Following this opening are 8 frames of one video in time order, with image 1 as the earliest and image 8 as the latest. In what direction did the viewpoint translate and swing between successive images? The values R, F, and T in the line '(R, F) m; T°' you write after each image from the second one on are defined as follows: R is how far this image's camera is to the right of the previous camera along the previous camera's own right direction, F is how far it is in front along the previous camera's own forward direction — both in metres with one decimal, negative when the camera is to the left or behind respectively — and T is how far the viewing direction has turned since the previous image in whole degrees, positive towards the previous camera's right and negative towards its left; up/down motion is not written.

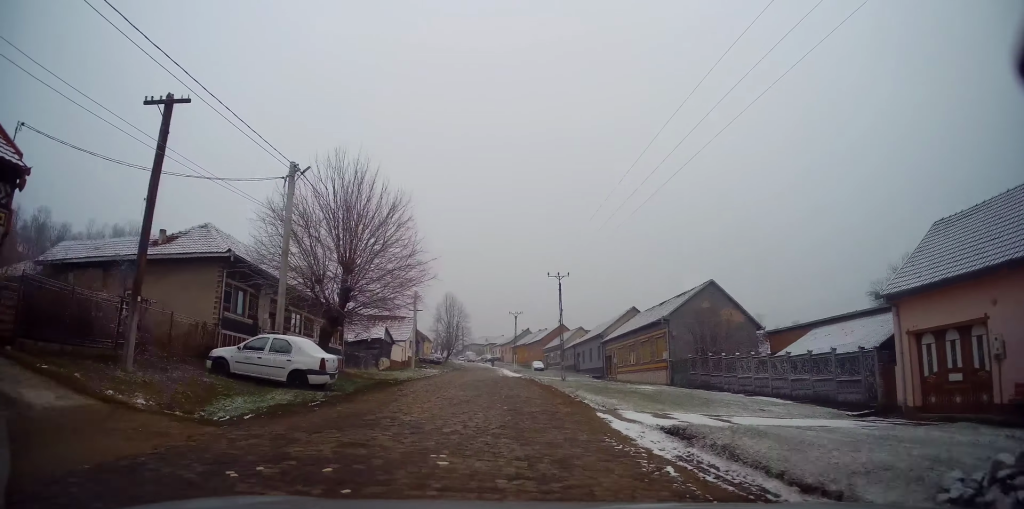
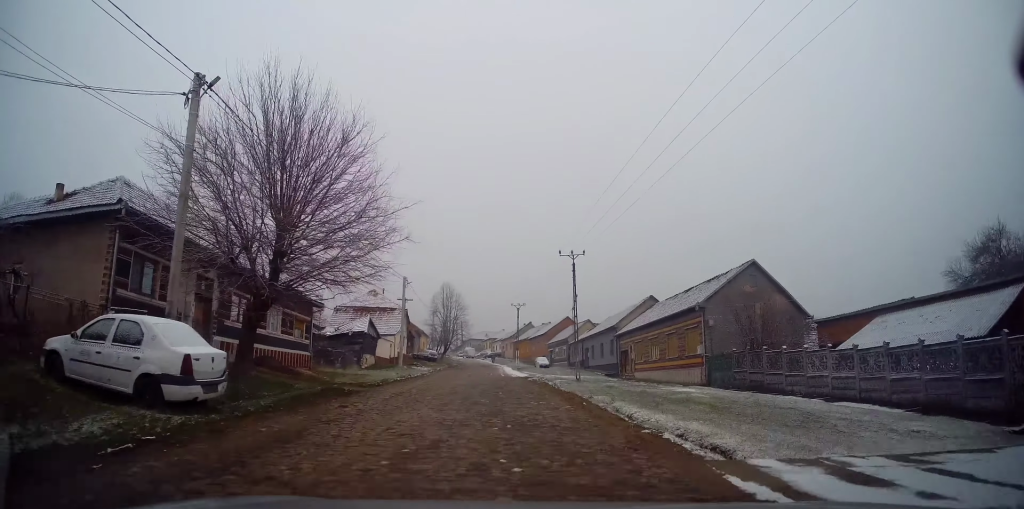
(-0.4, +7.3) m; 0°
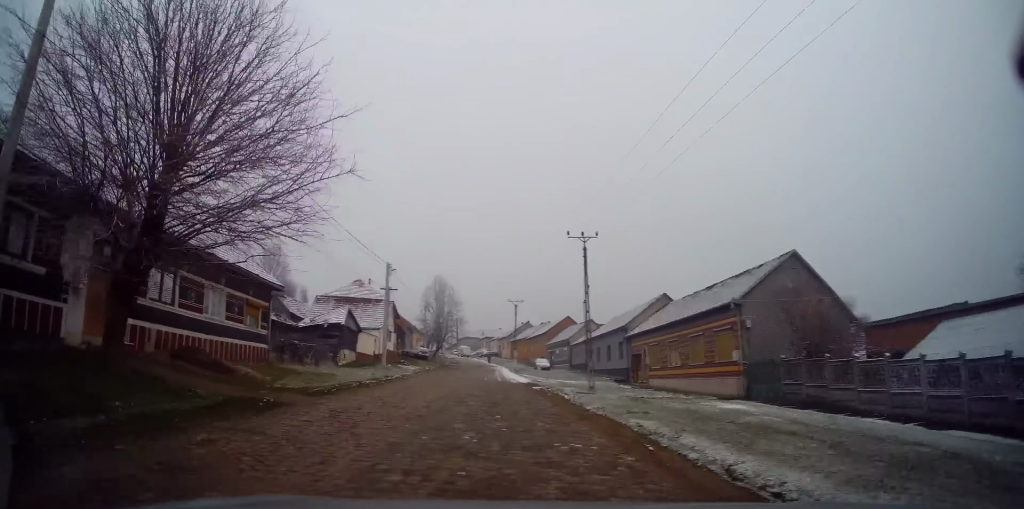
(0.0, +5.9) m; 0°
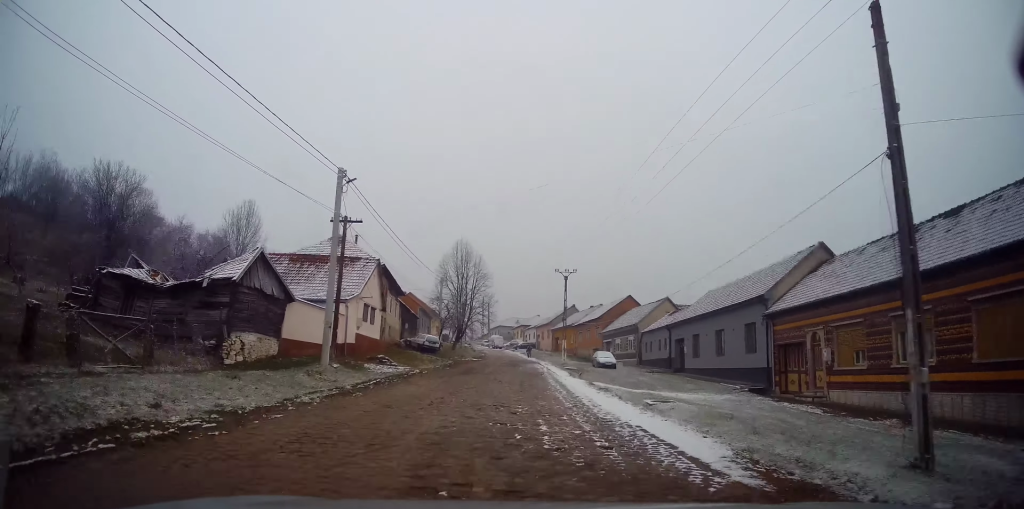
(-0.2, +21.9) m; -2°
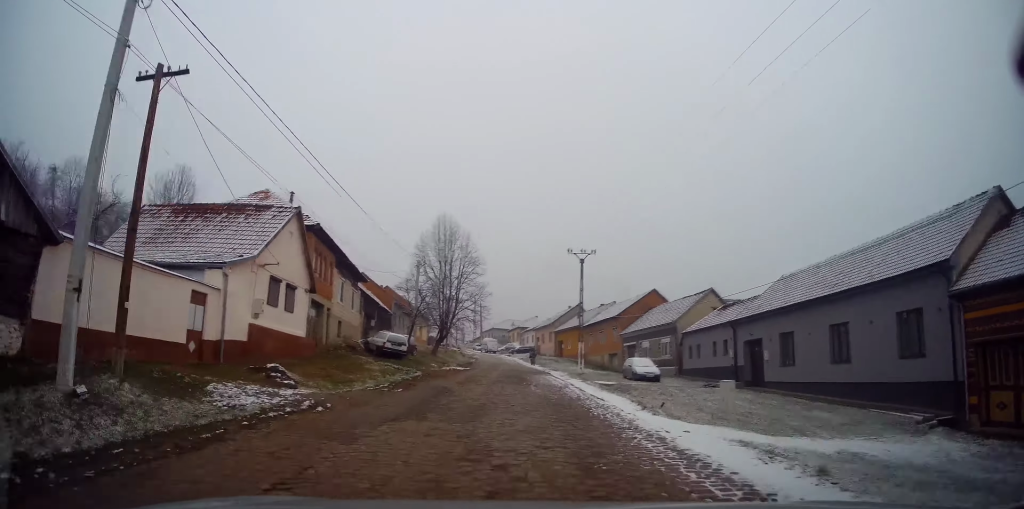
(0.0, +14.0) m; 0°
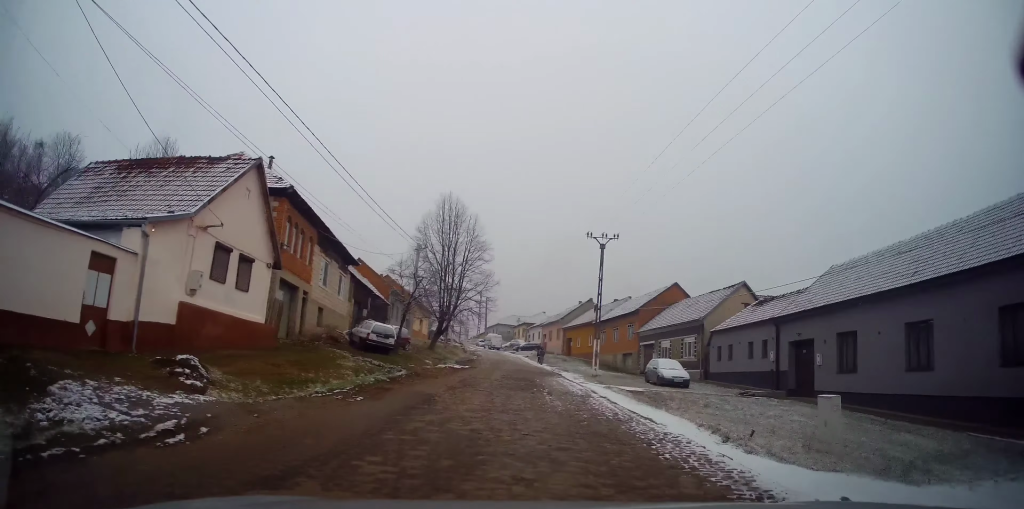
(0.0, +4.8) m; 0°
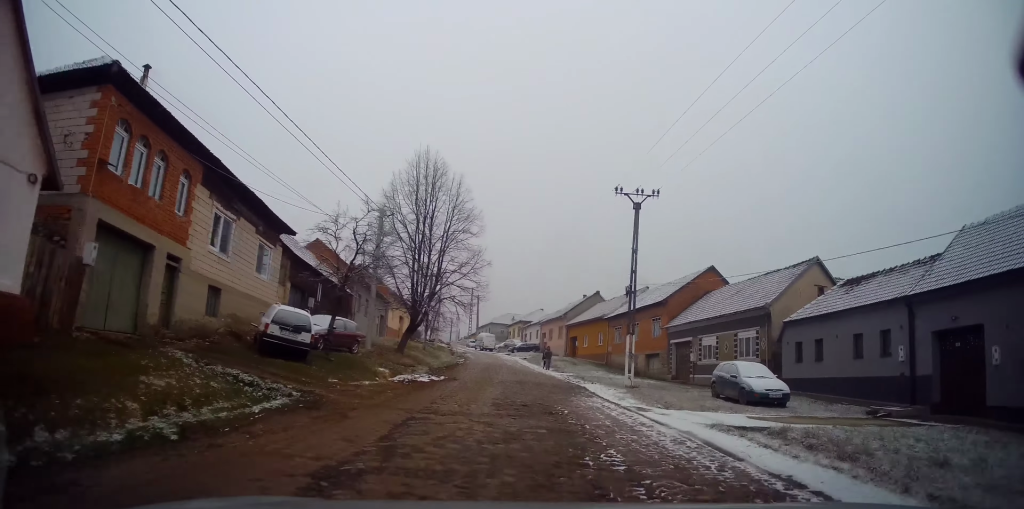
(0.0, +10.7) m; -1°
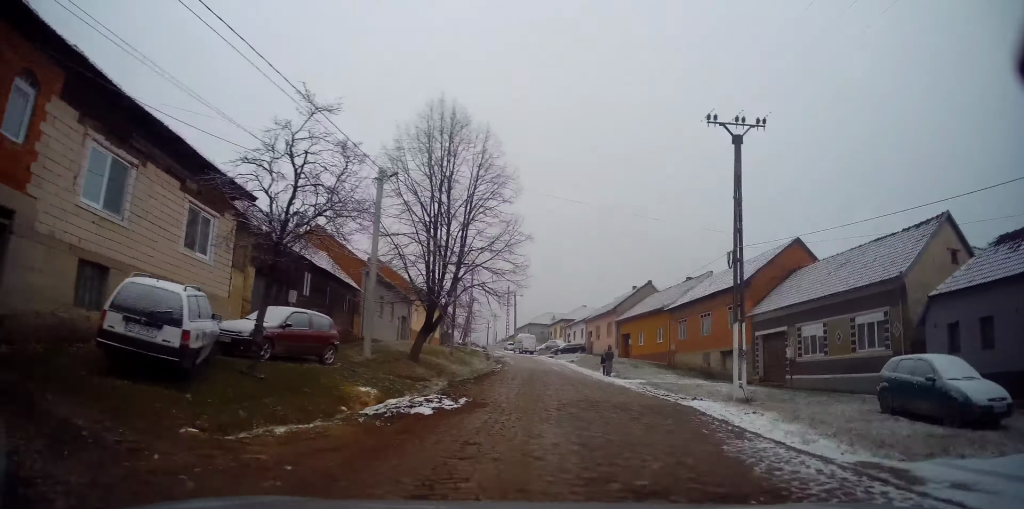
(-0.1, +8.1) m; 0°
